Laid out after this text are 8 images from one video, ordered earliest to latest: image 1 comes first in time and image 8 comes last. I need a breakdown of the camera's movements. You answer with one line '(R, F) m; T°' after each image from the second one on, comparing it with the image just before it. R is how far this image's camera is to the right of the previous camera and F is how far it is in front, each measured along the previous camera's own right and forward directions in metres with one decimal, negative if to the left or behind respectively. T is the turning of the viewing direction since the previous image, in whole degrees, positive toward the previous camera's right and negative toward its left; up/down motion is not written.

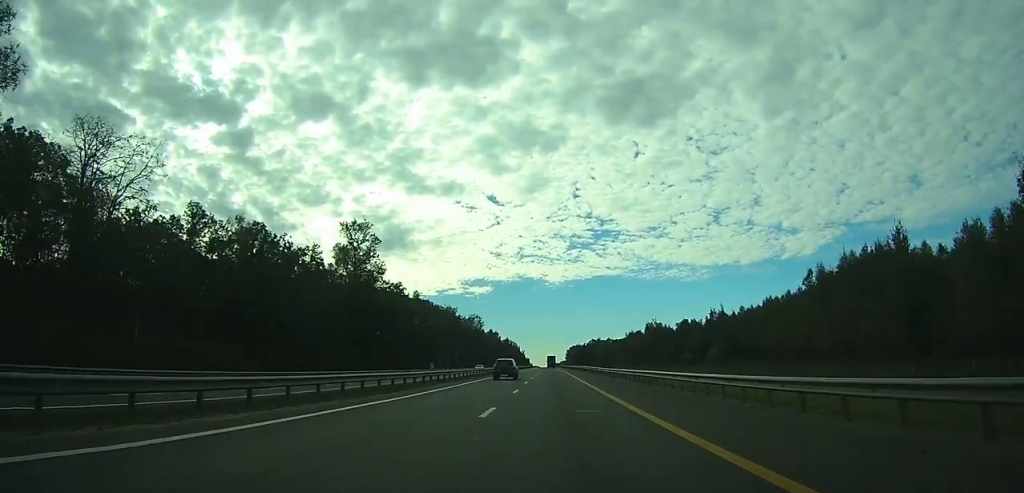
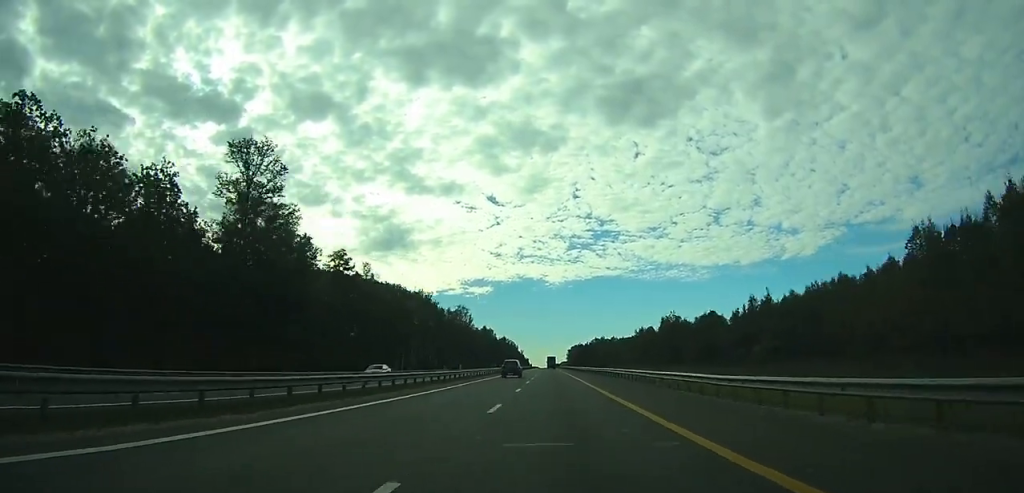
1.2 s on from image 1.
(0.0, +35.8) m; 0°
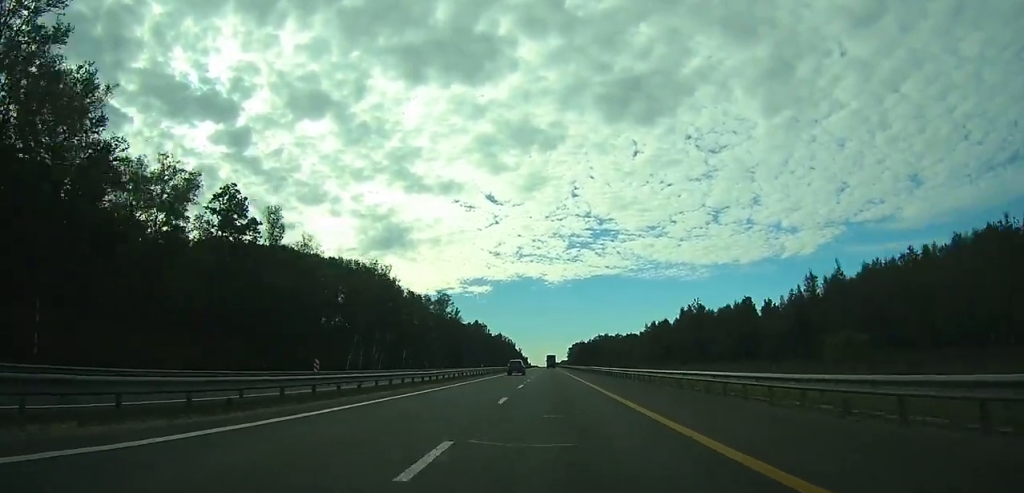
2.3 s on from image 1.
(0.0, +33.5) m; 0°
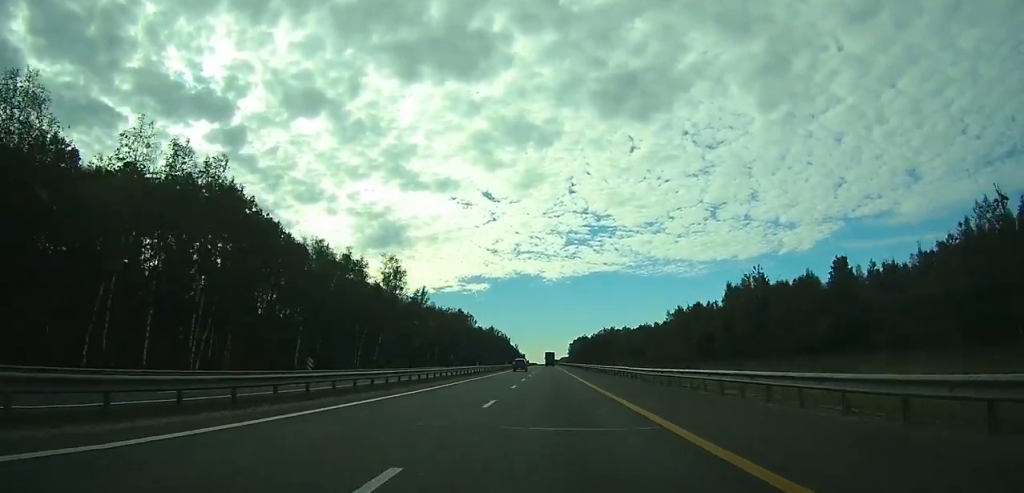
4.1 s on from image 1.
(0.0, +50.4) m; 0°
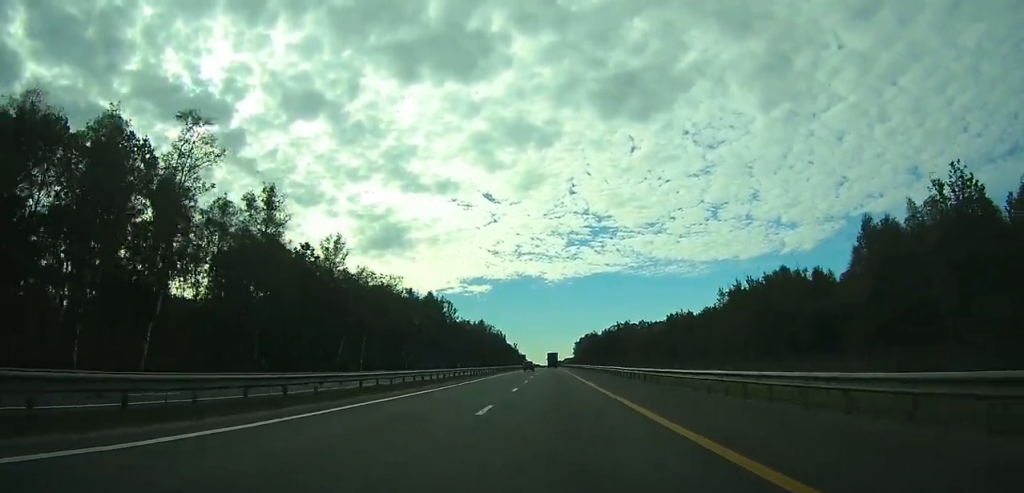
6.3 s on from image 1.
(0.0, +62.8) m; 0°
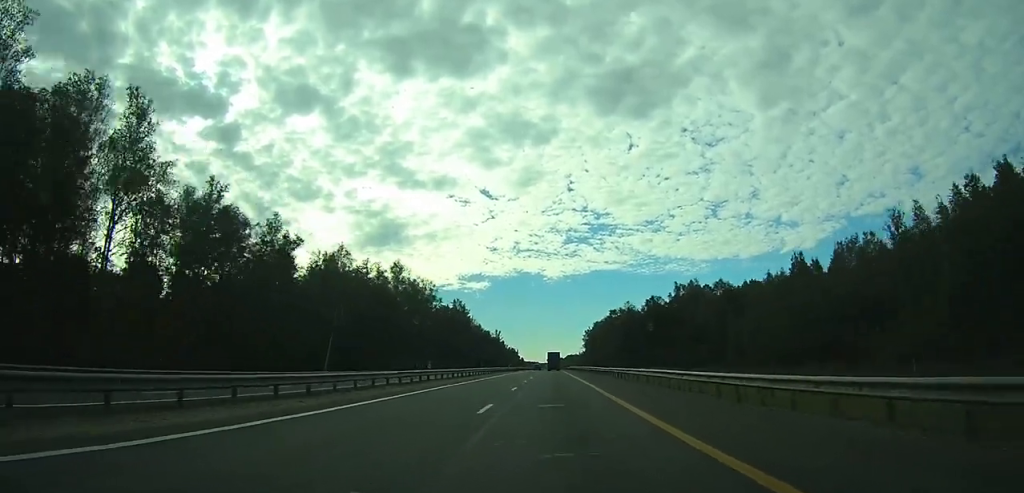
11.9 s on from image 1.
(0.0, +157.1) m; 0°
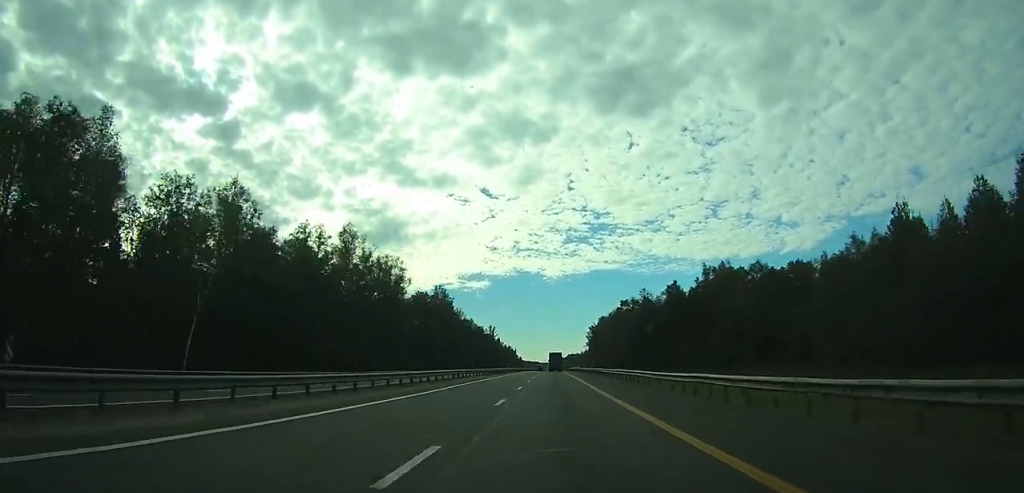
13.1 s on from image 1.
(0.0, +32.9) m; 0°
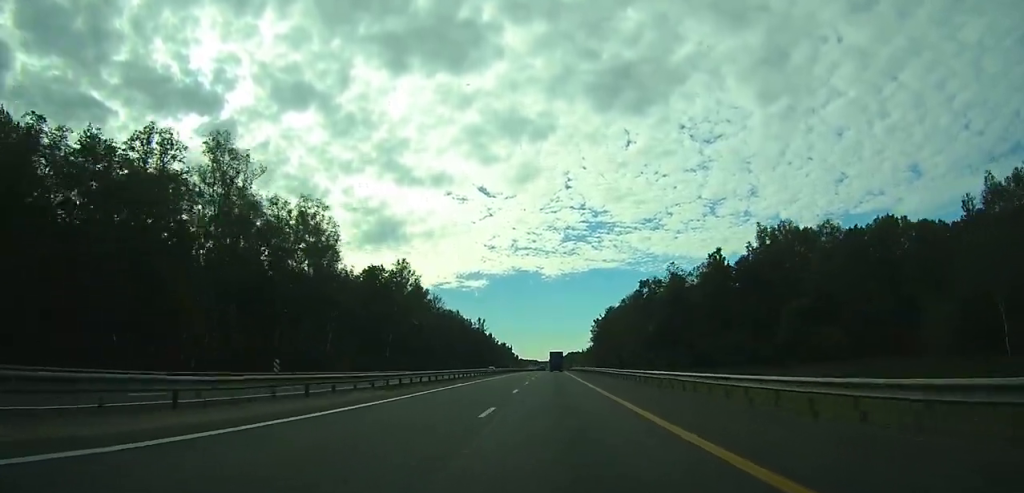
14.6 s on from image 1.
(0.0, +40.1) m; 0°
